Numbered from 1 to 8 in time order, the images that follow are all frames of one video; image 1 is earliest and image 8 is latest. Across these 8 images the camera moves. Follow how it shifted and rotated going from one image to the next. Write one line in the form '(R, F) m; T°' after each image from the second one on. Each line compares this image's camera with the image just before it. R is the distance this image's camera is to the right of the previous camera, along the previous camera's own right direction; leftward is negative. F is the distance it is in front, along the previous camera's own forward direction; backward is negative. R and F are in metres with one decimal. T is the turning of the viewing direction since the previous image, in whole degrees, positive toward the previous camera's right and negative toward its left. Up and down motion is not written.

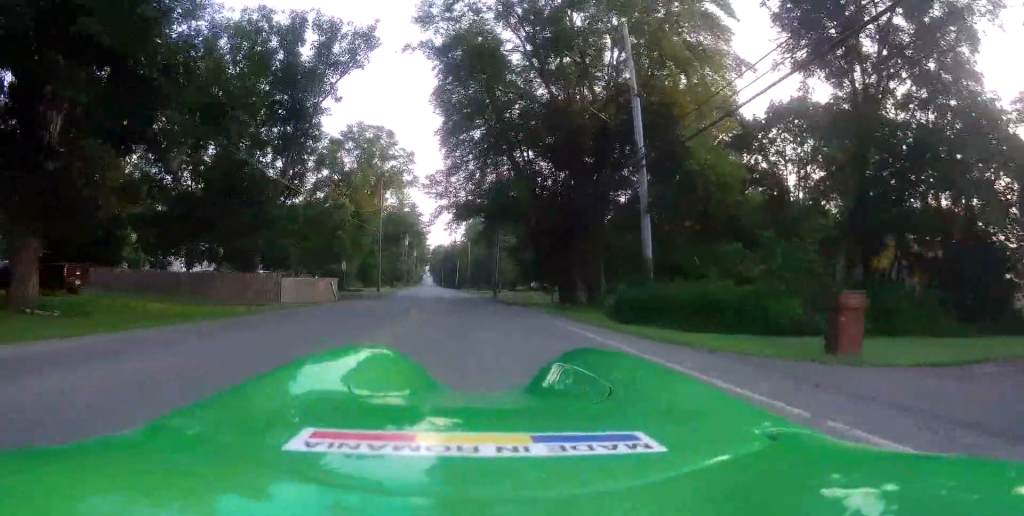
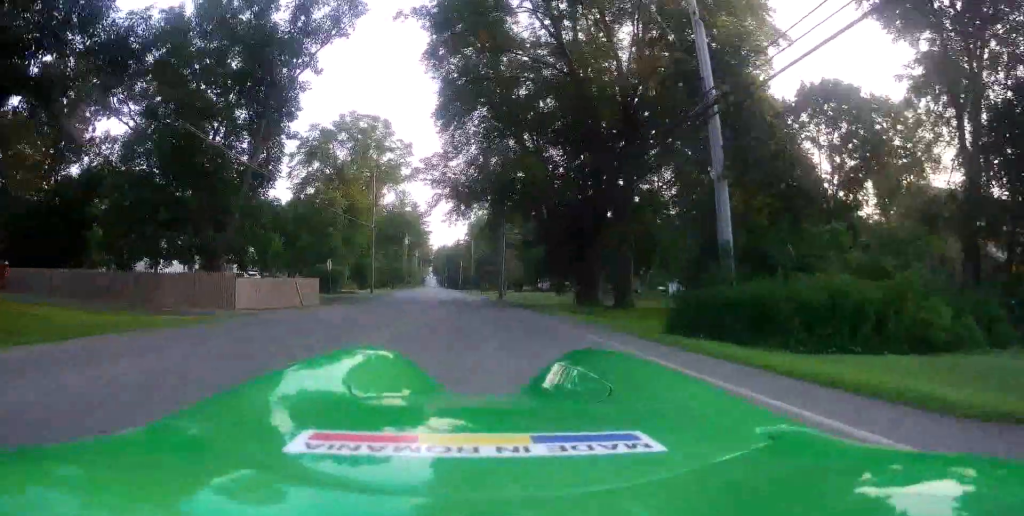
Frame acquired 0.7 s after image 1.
(-0.2, +6.3) m; 0°
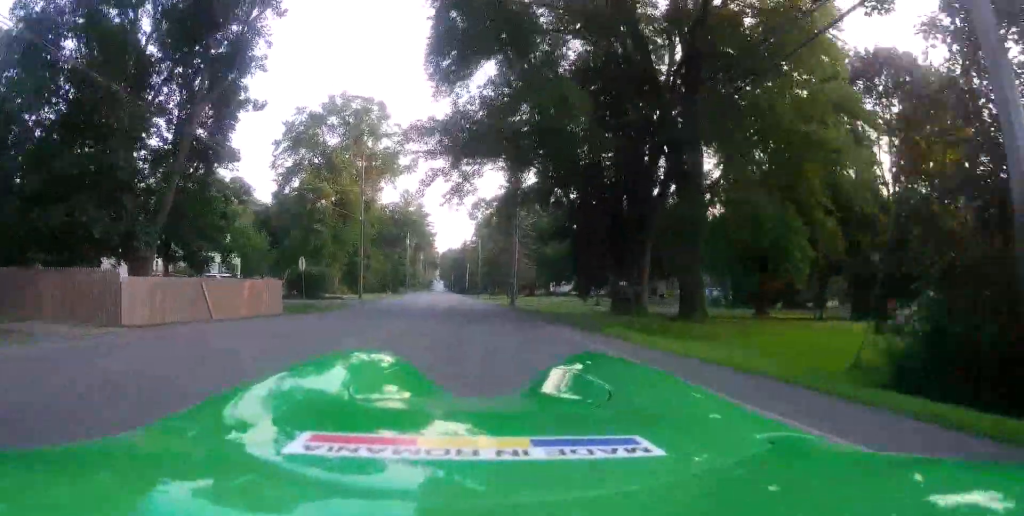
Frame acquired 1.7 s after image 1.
(+0.2, +8.5) m; +2°
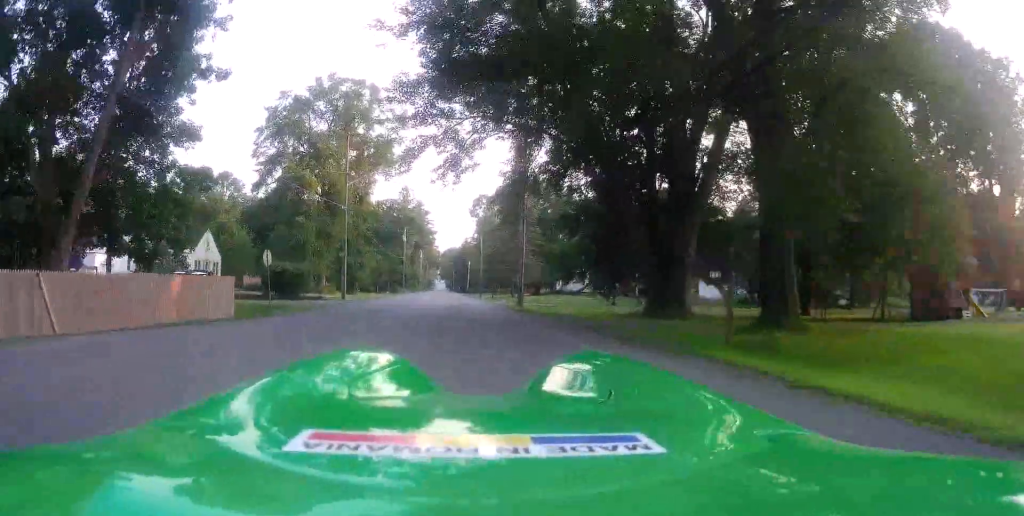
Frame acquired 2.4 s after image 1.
(+0.5, +6.3) m; -1°
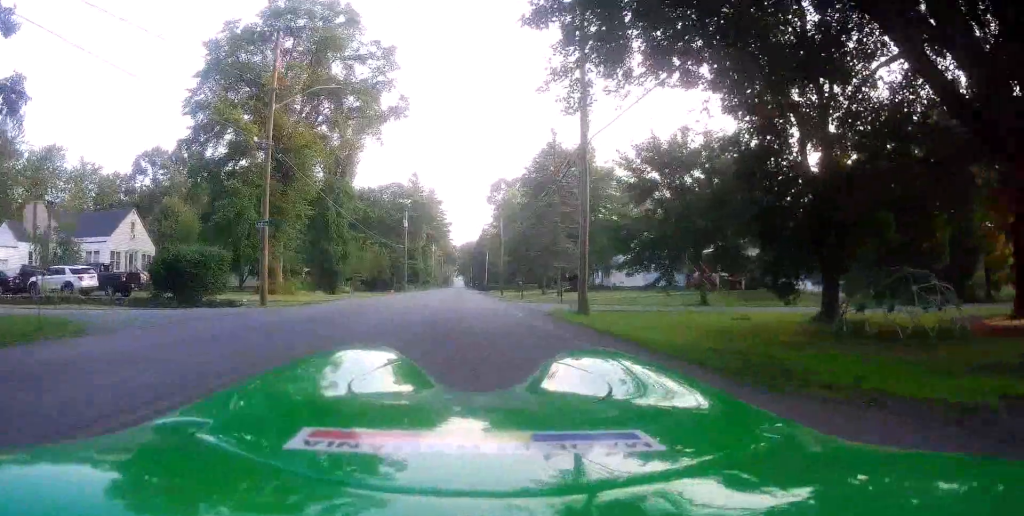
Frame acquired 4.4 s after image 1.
(-1.0, +18.1) m; 0°
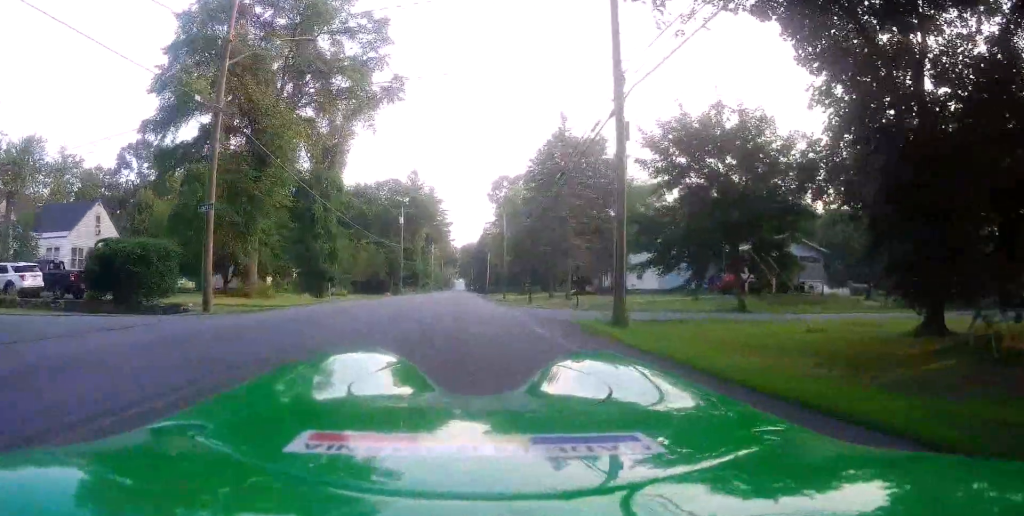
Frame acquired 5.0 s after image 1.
(0.0, +5.4) m; -1°
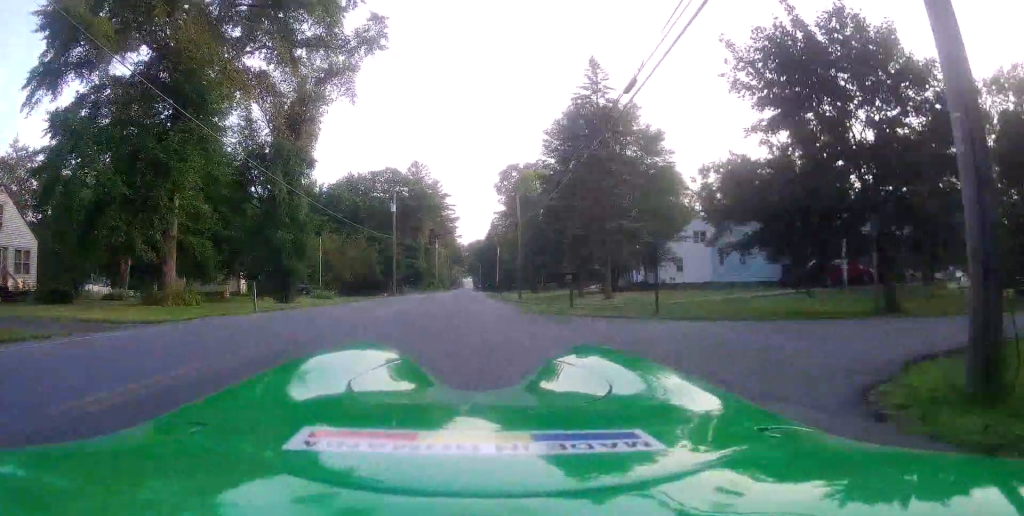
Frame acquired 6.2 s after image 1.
(-0.2, +11.4) m; -2°
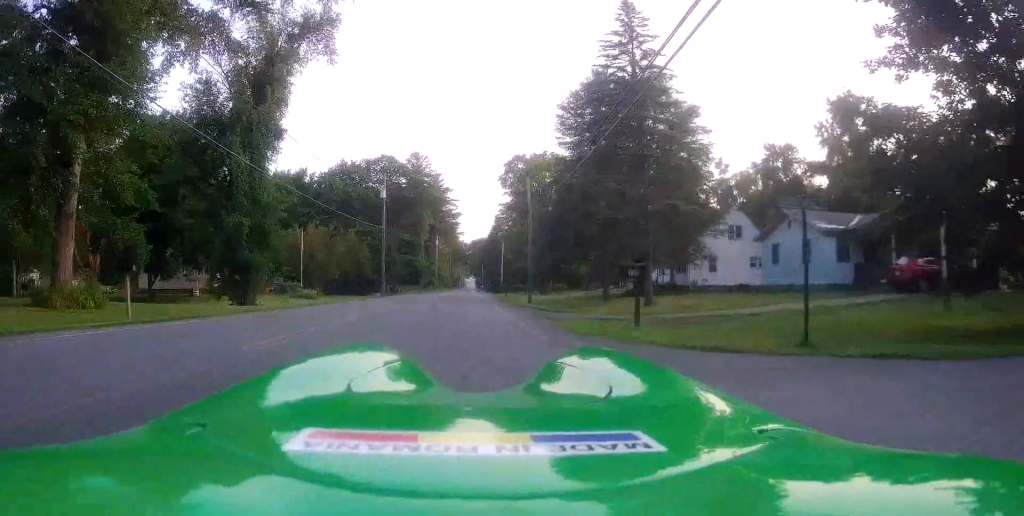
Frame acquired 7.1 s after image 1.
(-0.1, +7.7) m; 0°
